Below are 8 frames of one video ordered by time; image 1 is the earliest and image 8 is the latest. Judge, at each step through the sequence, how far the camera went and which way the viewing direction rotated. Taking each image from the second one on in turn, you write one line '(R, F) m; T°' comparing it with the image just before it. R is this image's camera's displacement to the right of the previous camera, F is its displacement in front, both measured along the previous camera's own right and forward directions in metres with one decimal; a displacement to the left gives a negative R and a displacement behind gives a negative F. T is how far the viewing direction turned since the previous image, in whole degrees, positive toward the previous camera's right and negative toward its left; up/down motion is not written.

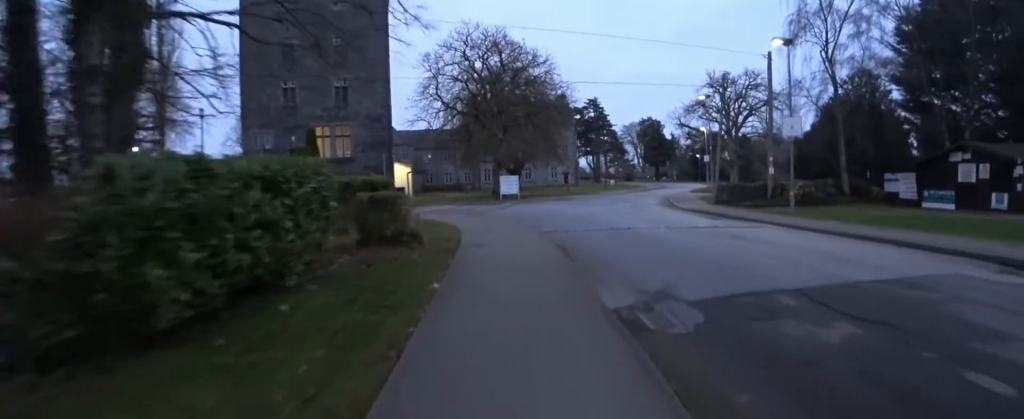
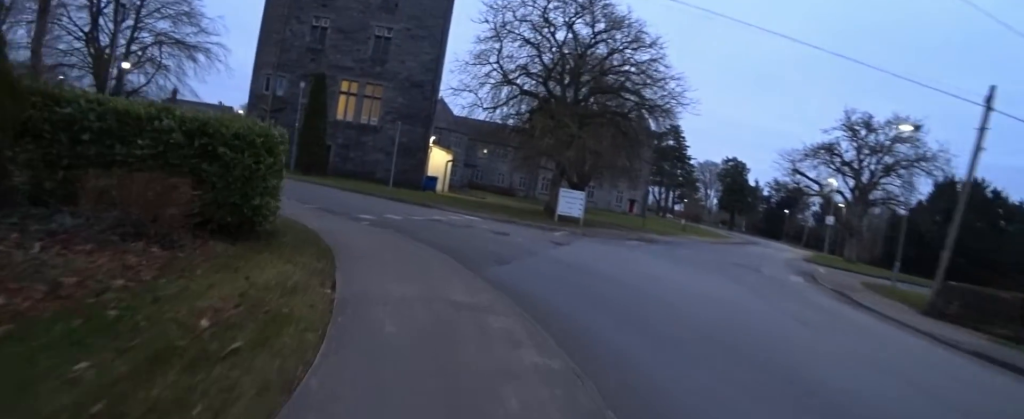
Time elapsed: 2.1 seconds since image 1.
(-0.8, +8.4) m; -18°
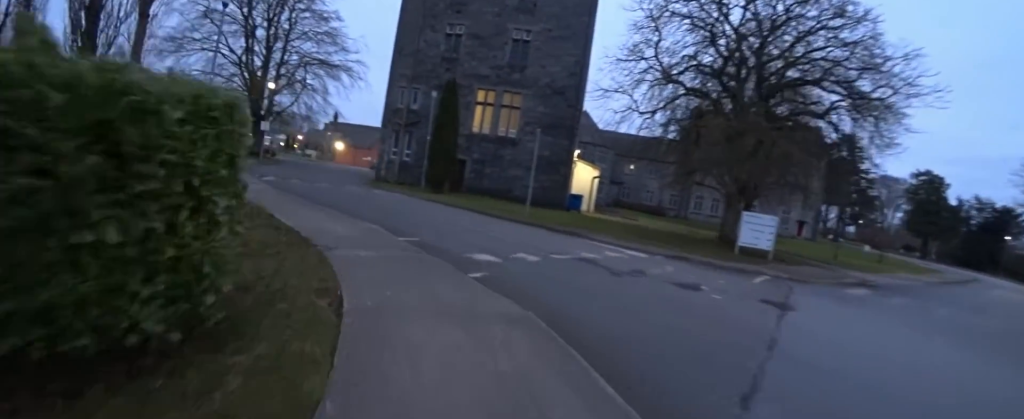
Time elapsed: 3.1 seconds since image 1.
(-0.1, +4.1) m; -2°
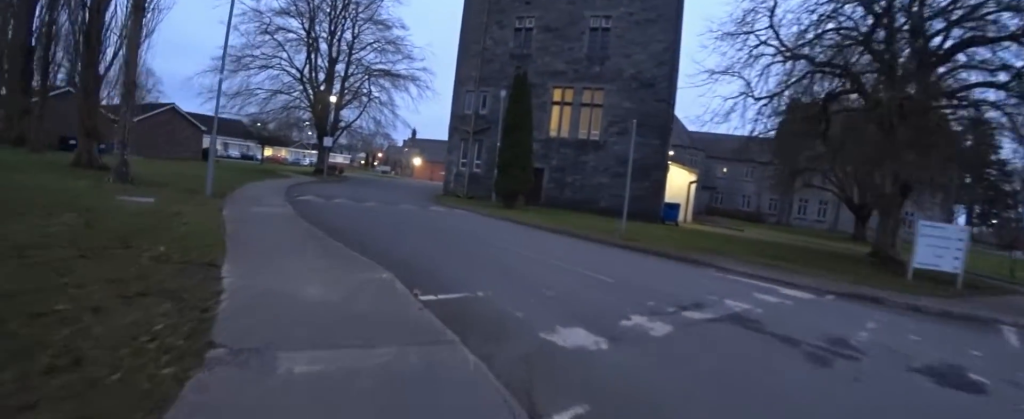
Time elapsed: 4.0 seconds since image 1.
(0.0, +3.6) m; -16°
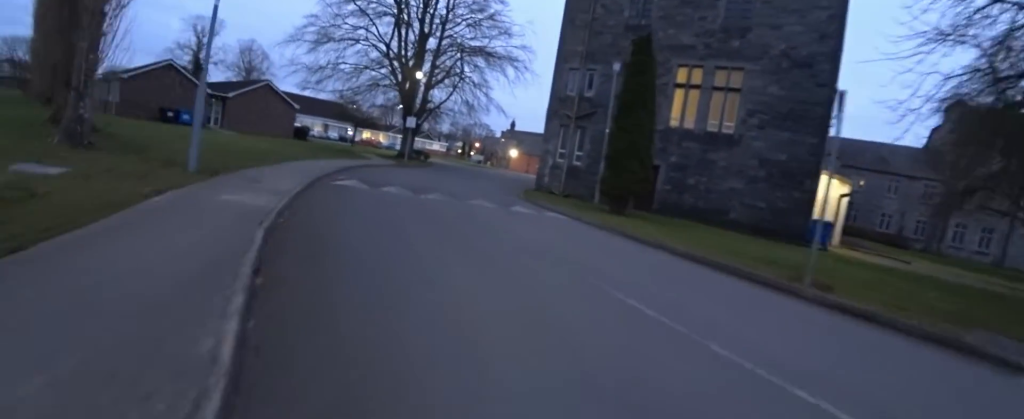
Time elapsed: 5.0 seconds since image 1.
(-1.1, +3.6) m; -22°
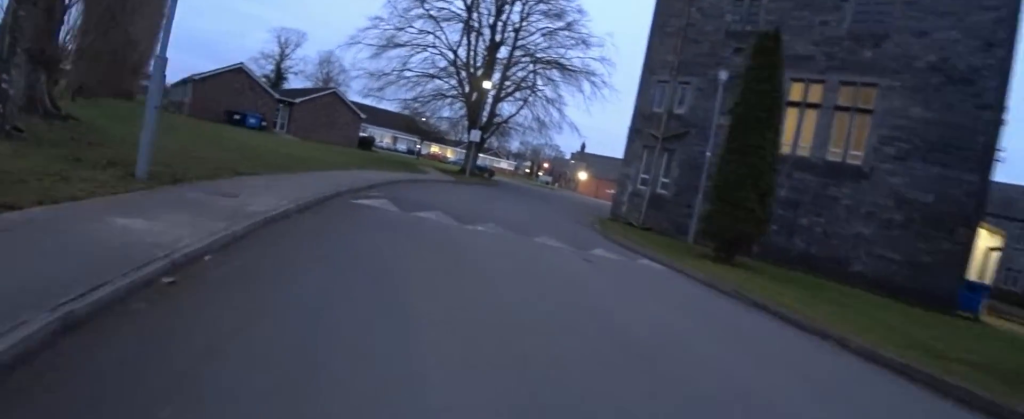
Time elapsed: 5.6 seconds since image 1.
(-0.3, +2.6) m; -6°
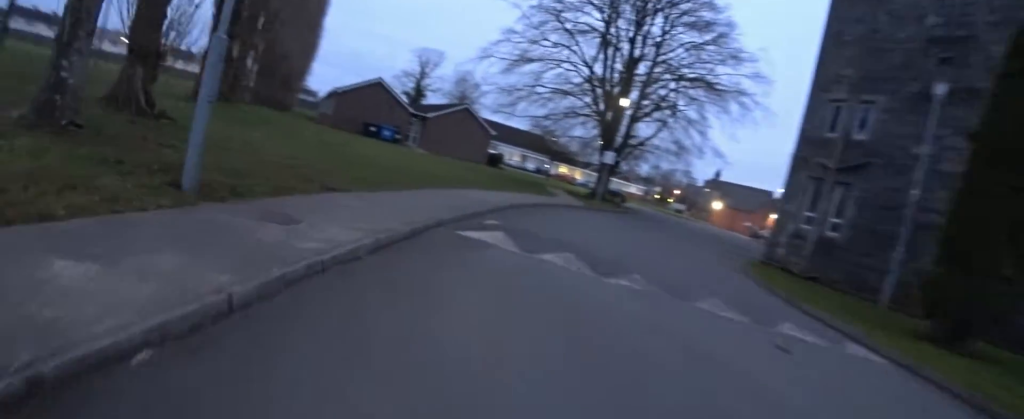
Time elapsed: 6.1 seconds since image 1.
(0.0, +1.8) m; 0°
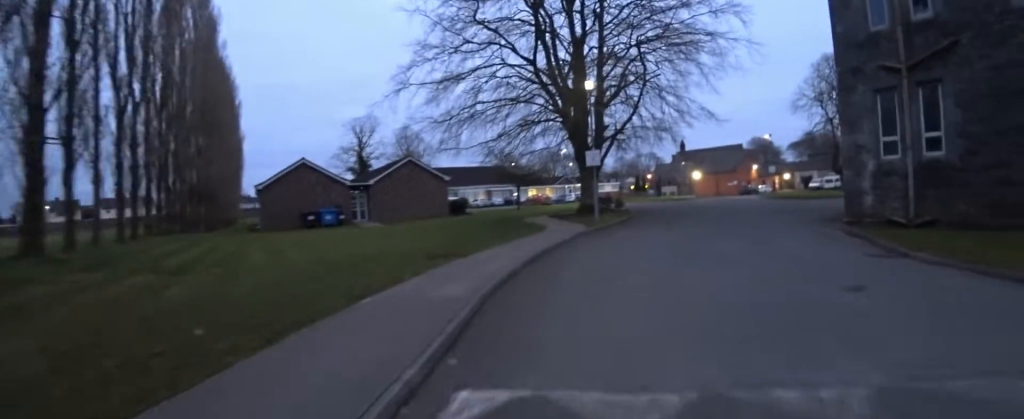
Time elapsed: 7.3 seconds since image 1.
(+0.1, +4.8) m; +8°
